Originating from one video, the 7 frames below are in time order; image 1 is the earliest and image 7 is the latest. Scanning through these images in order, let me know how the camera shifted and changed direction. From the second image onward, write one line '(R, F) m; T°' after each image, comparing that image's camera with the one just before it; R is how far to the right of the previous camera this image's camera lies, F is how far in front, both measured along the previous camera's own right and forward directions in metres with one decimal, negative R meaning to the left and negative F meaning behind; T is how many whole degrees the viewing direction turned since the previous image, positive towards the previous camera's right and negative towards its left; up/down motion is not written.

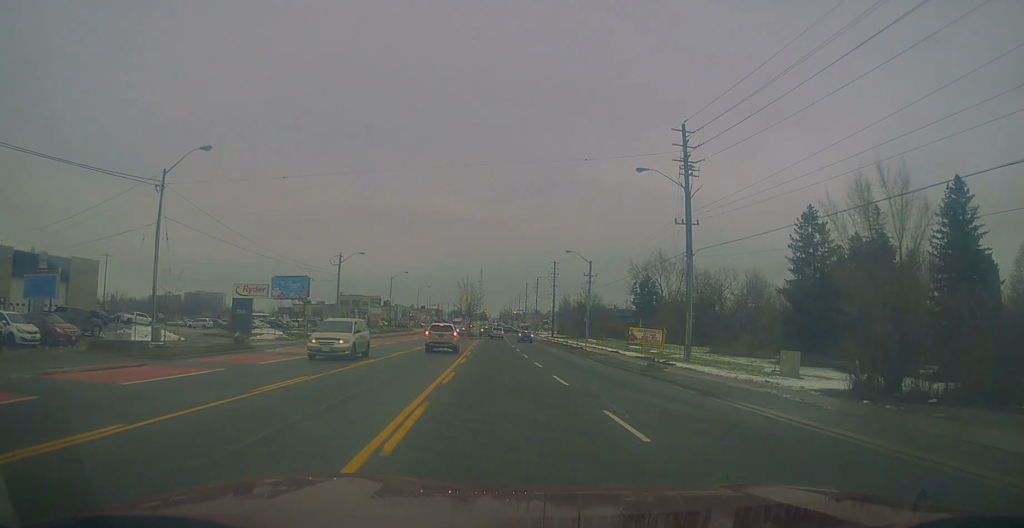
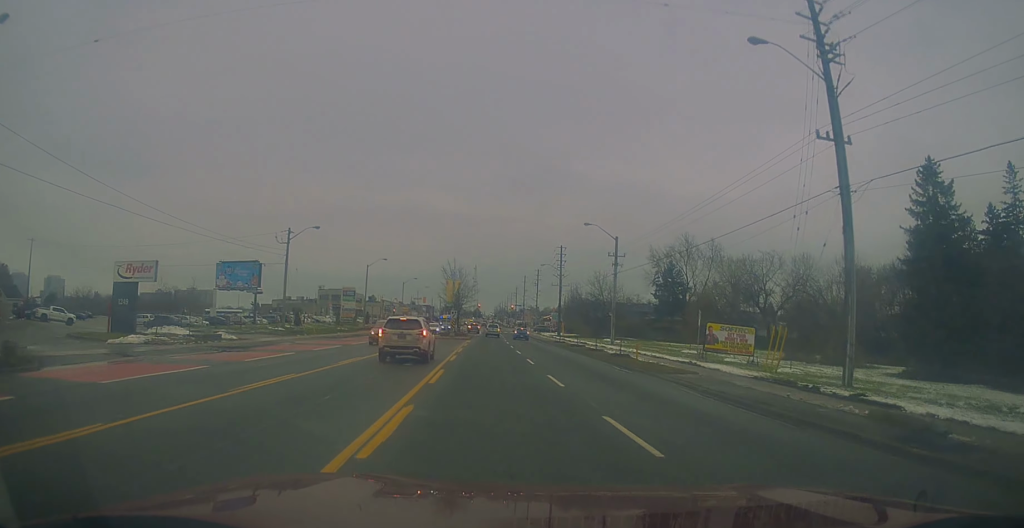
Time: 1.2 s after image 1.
(+0.7, +18.7) m; -1°
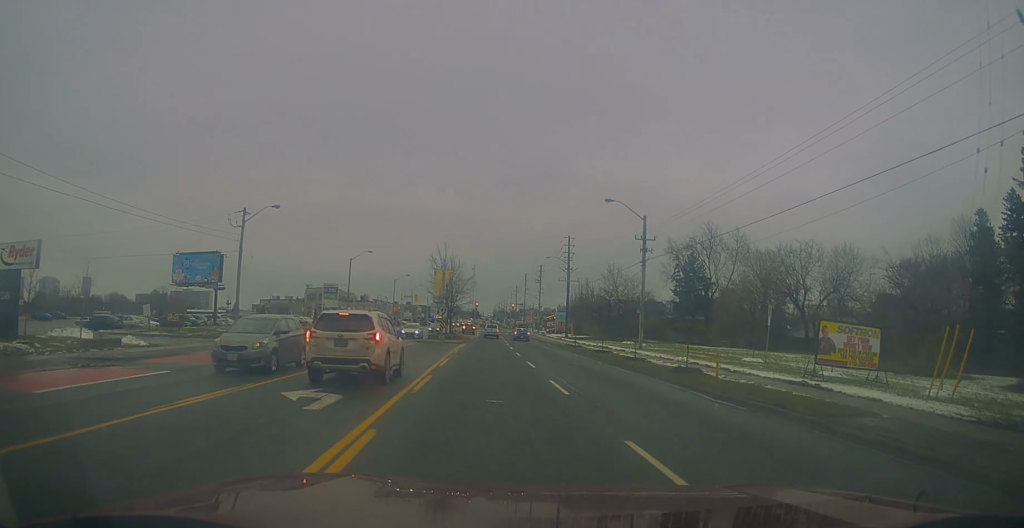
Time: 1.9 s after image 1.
(-0.7, +11.1) m; -2°
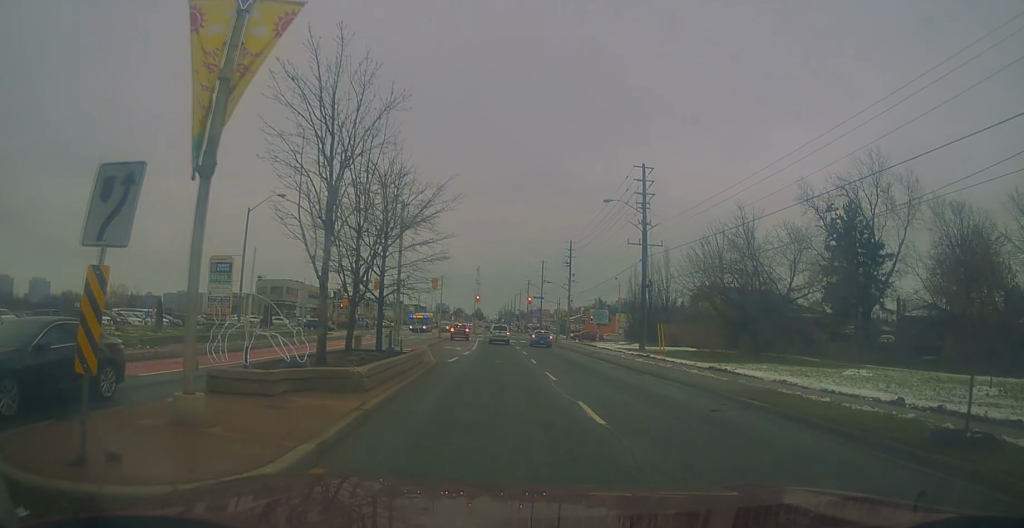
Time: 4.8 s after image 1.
(+0.5, +41.2) m; +2°
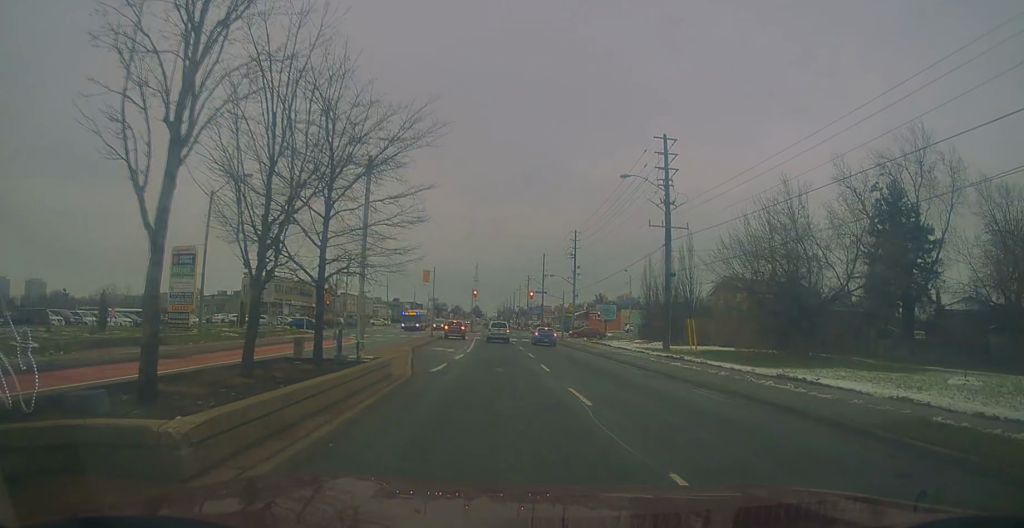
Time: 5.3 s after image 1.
(0.0, +7.4) m; +1°
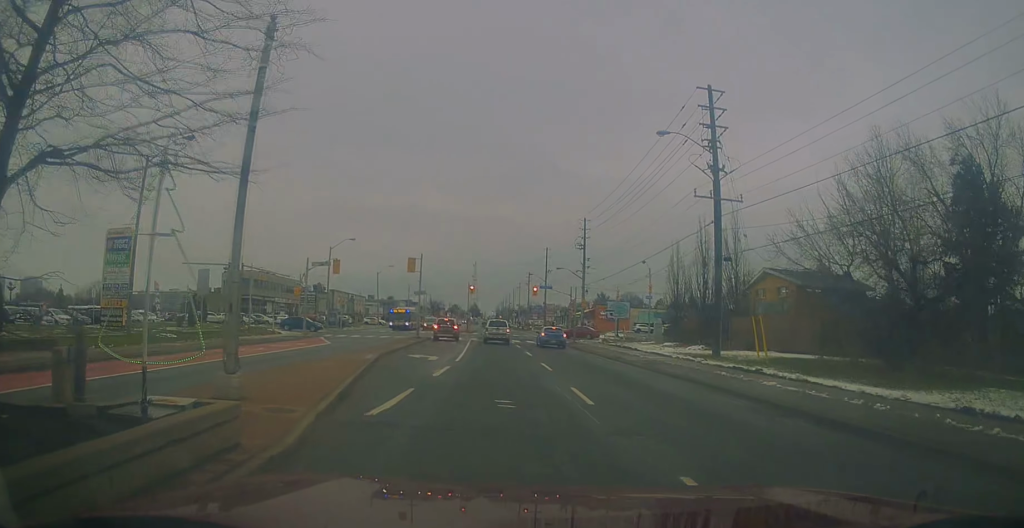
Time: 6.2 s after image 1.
(+0.2, +9.4) m; -1°
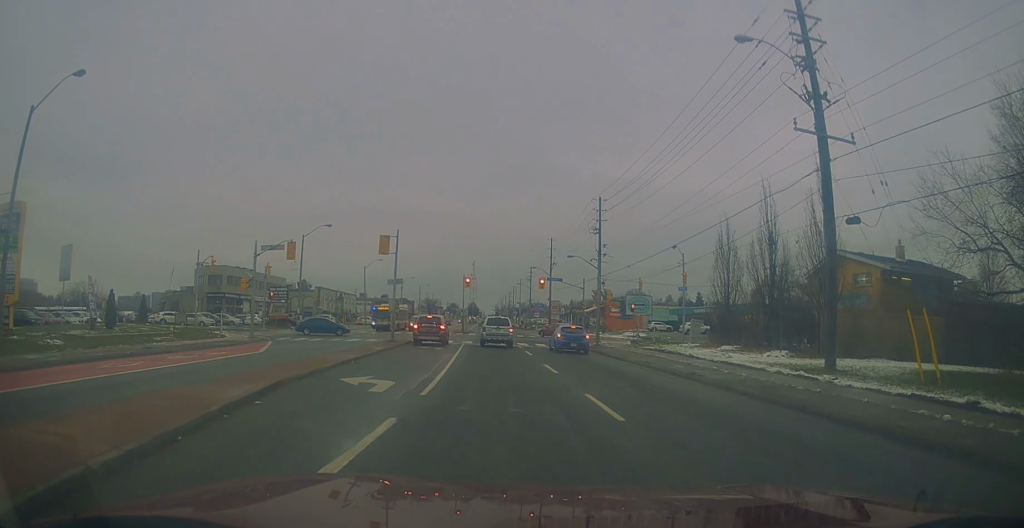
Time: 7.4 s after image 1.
(-0.4, +11.0) m; -2°
